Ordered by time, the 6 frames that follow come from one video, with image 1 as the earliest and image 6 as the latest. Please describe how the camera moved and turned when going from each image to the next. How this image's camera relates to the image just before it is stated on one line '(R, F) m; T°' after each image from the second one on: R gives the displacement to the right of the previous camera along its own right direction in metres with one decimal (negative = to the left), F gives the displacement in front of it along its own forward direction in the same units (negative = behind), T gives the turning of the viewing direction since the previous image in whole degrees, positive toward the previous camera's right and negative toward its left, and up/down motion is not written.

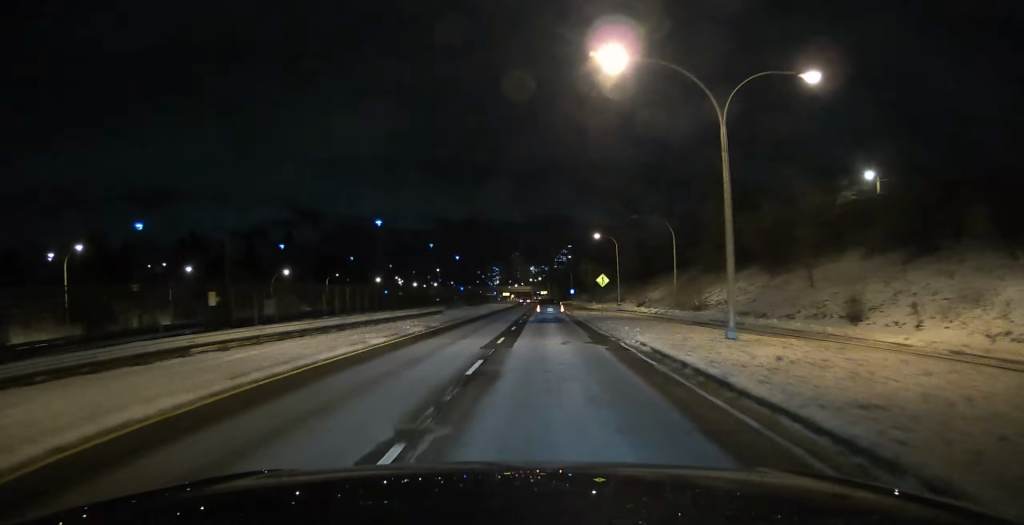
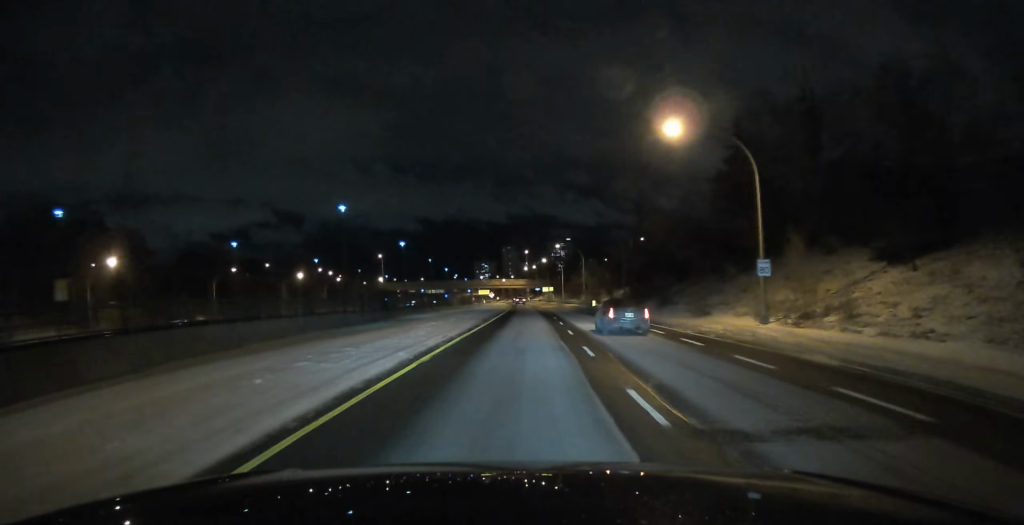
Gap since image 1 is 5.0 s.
(-0.6, +131.6) m; 0°
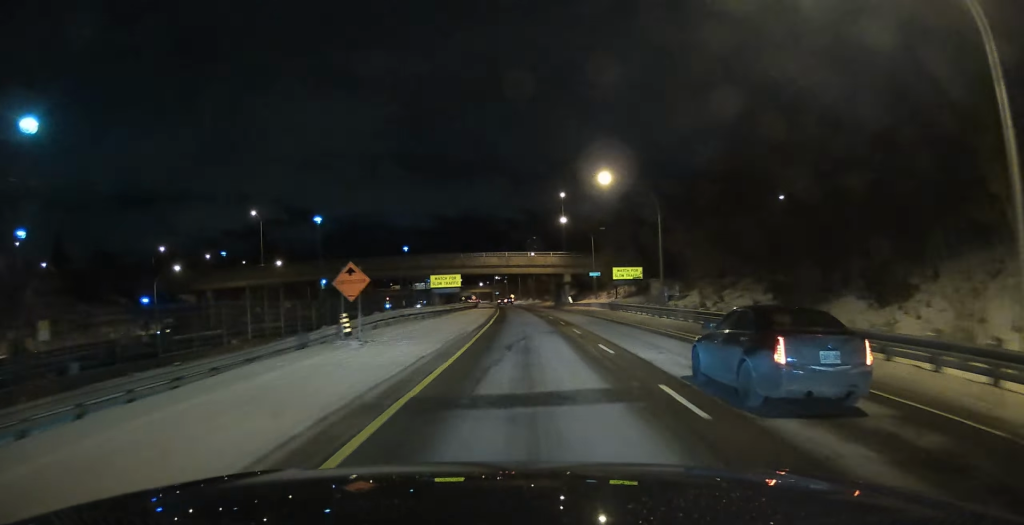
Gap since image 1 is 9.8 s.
(-1.2, +124.9) m; -2°
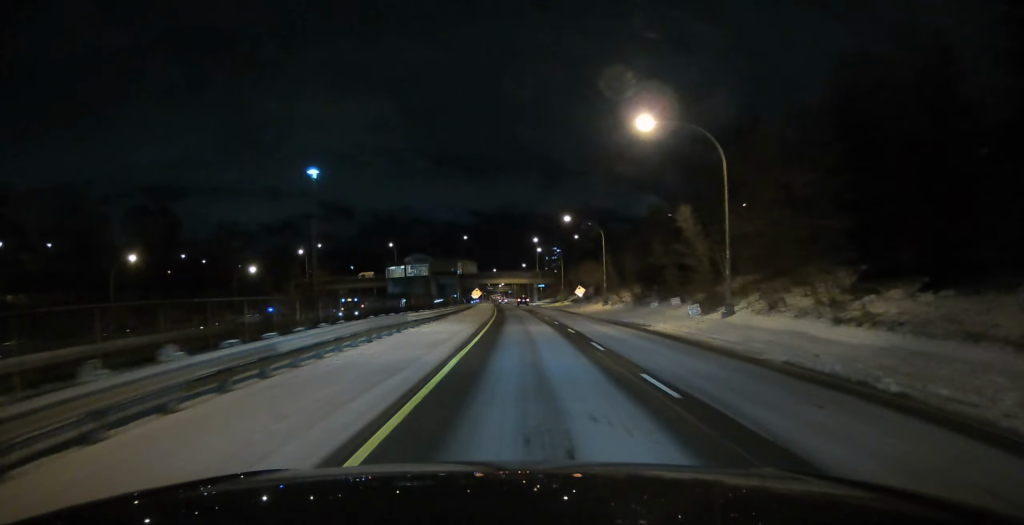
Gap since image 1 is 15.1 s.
(-4.6, +135.4) m; -4°
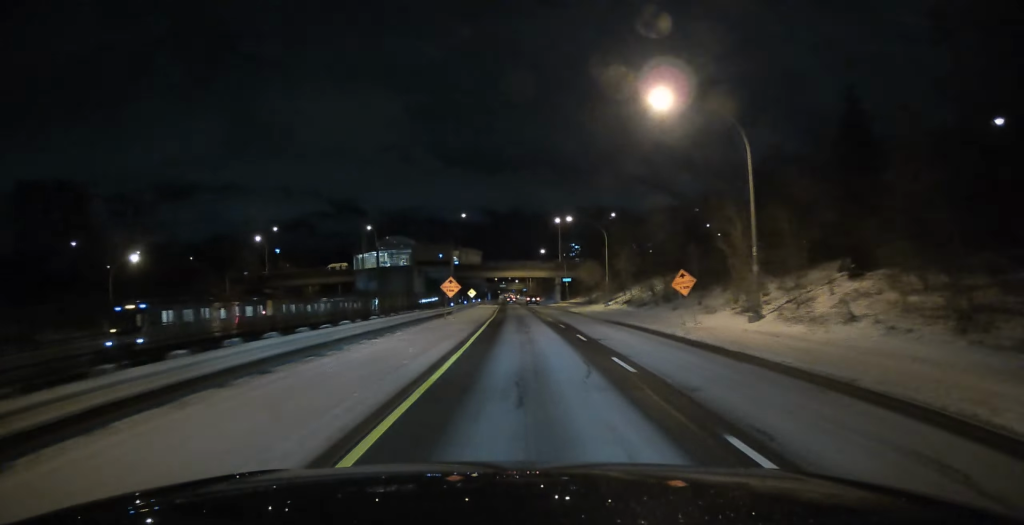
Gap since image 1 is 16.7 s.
(-1.0, +41.9) m; -1°
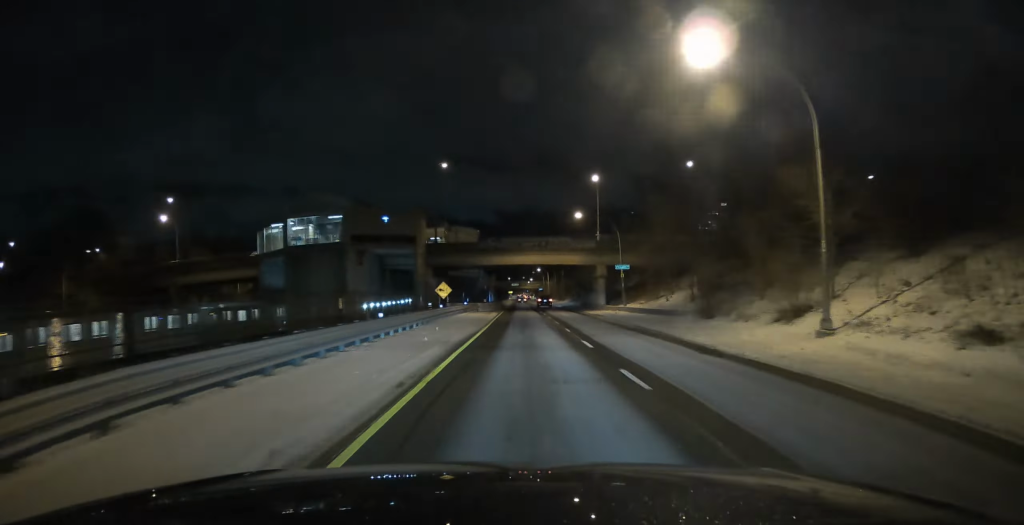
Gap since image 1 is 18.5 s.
(-0.5, +47.1) m; -1°
